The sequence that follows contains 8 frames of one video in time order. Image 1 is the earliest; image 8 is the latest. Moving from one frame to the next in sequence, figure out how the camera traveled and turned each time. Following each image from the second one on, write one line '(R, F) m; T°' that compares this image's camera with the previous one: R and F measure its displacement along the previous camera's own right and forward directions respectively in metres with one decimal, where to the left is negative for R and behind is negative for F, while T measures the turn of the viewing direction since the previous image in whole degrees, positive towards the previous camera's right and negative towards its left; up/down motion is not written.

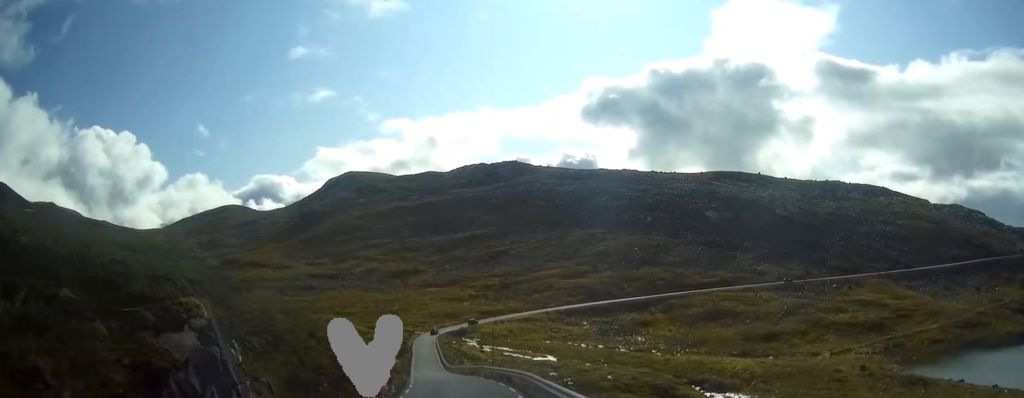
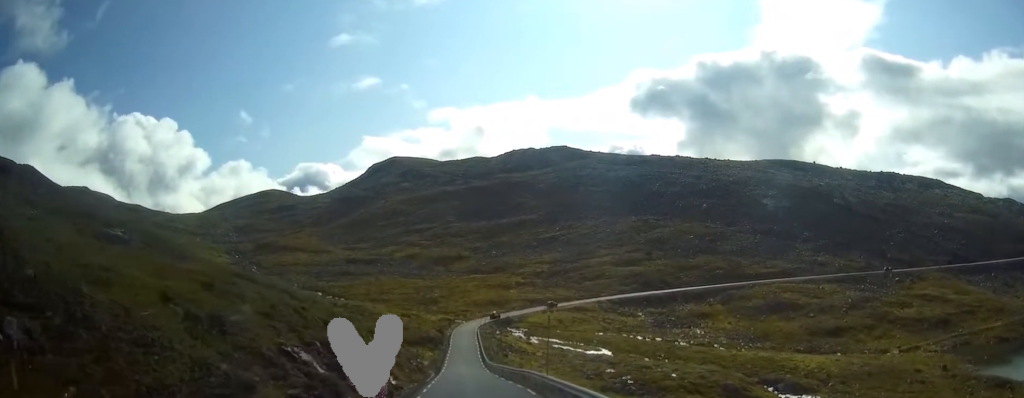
(0.0, +18.1) m; -2°
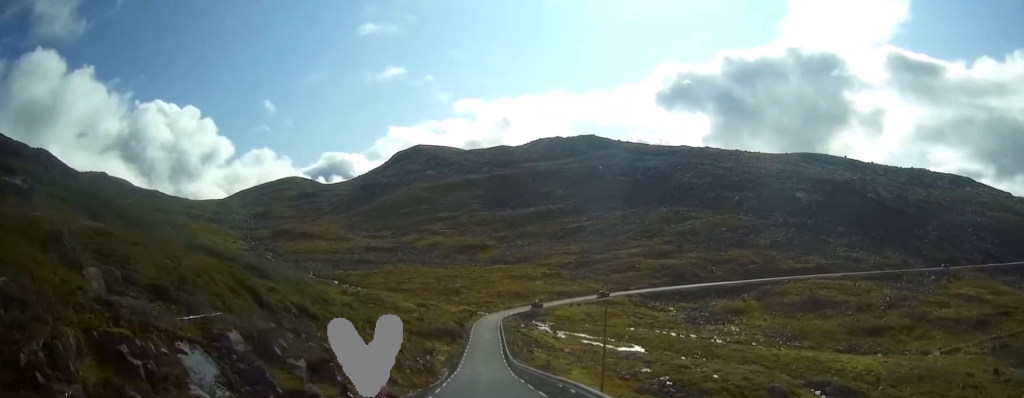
(-0.2, +11.8) m; -2°
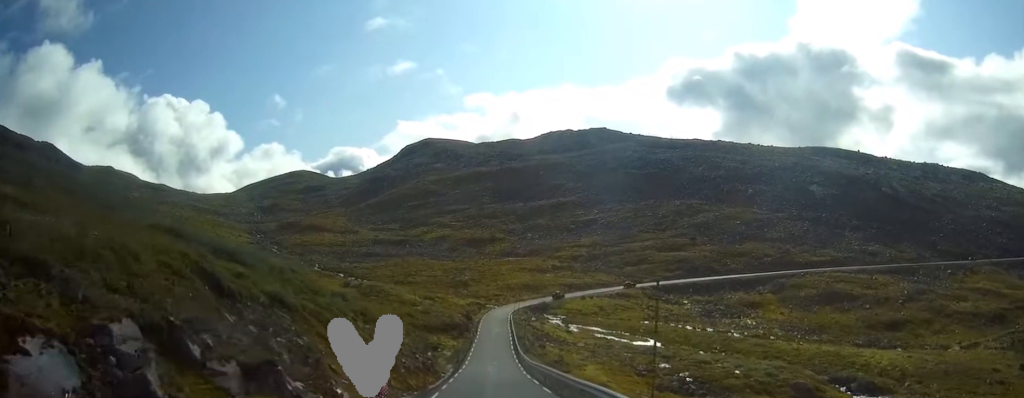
(-0.2, +6.3) m; -1°
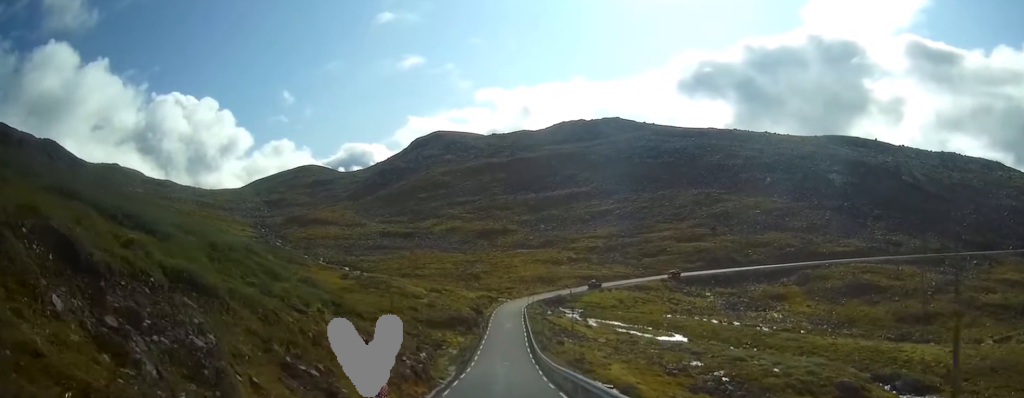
(-0.2, +11.2) m; -1°
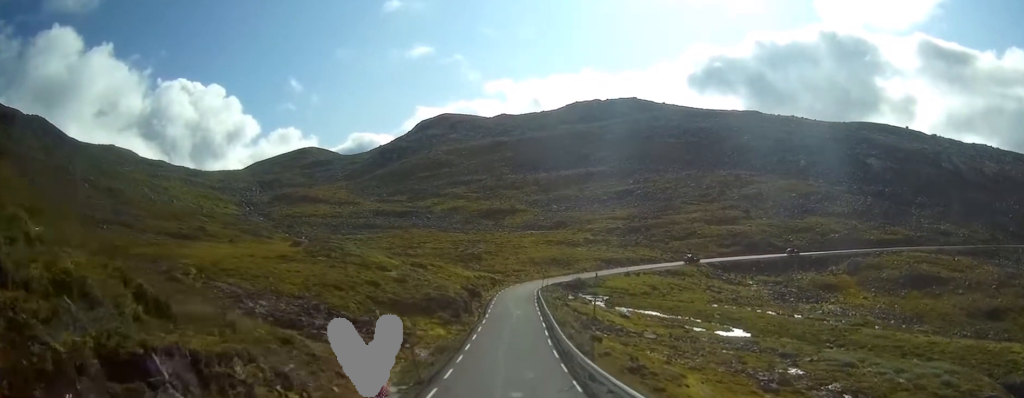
(0.0, +32.1) m; 0°
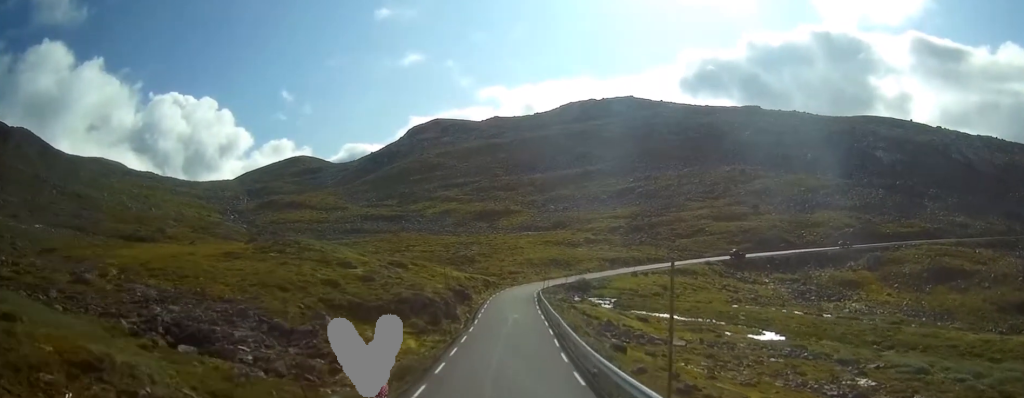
(0.0, +13.7) m; 0°
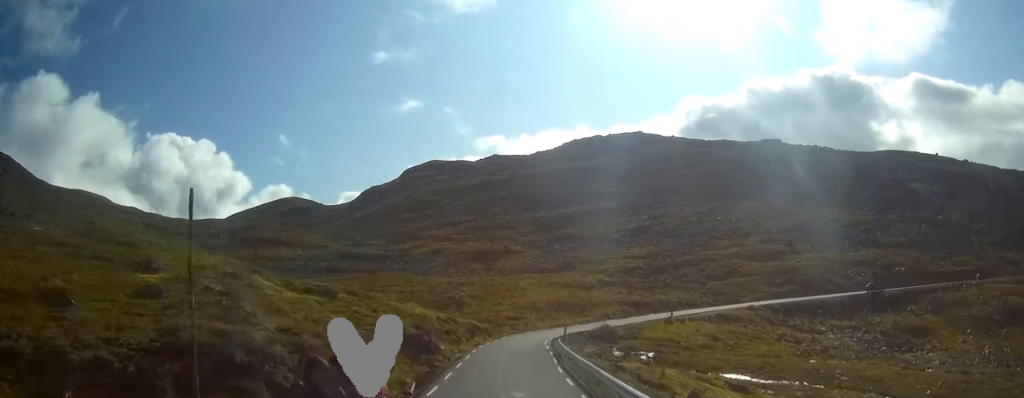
(-0.1, +31.0) m; 0°
